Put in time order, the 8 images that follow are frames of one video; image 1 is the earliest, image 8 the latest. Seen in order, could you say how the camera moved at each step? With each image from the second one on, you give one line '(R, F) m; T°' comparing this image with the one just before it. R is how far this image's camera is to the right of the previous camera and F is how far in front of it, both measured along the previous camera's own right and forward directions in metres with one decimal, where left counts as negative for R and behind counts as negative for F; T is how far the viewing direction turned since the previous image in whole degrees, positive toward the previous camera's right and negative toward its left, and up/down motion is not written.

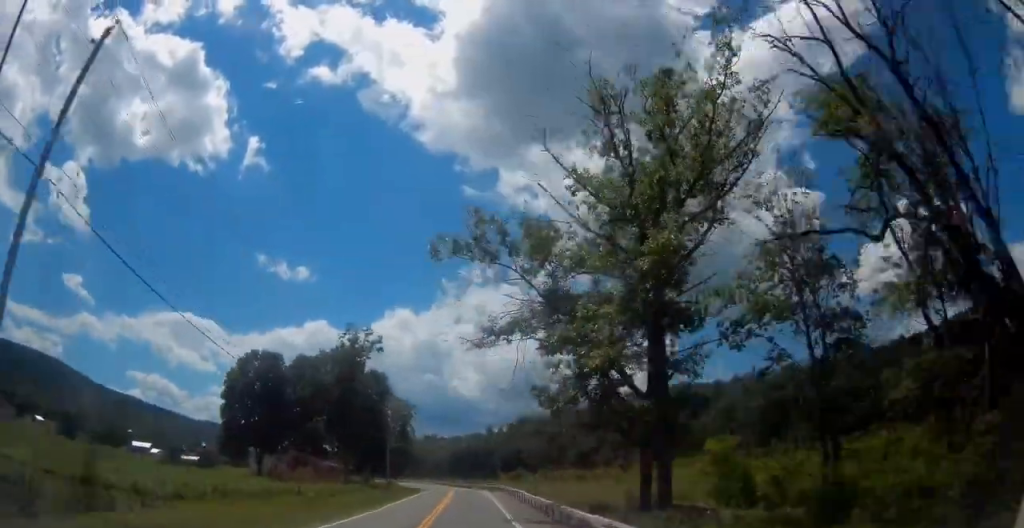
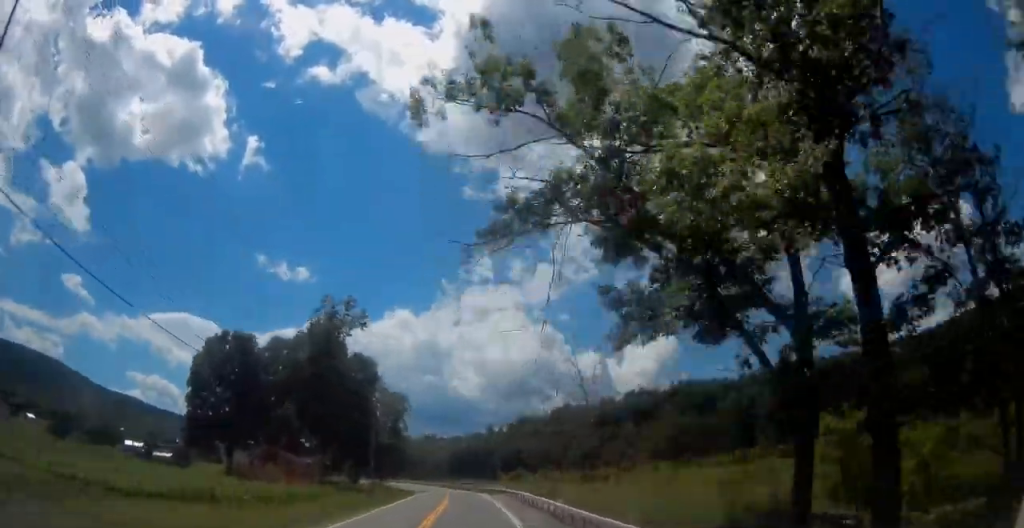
(+0.1, +11.9) m; +1°
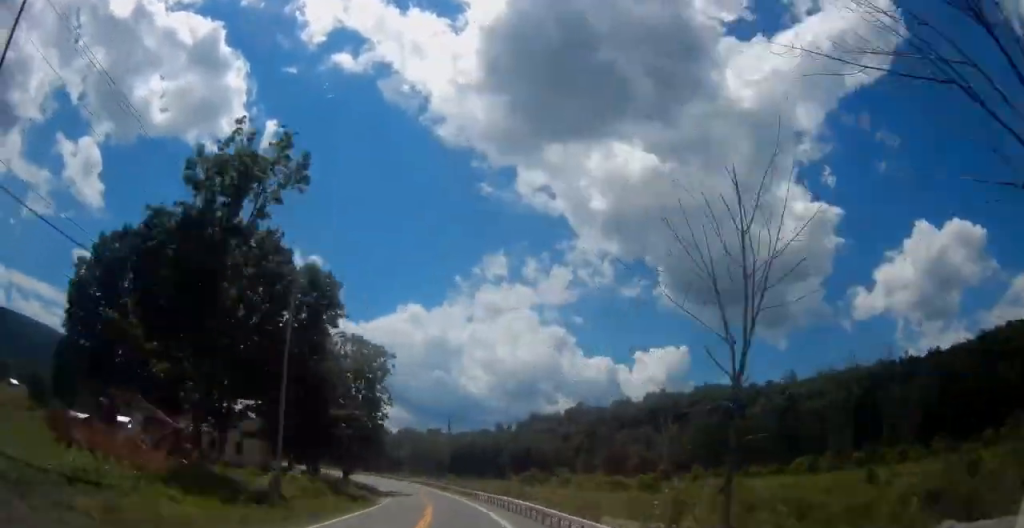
(+0.3, +29.7) m; 0°
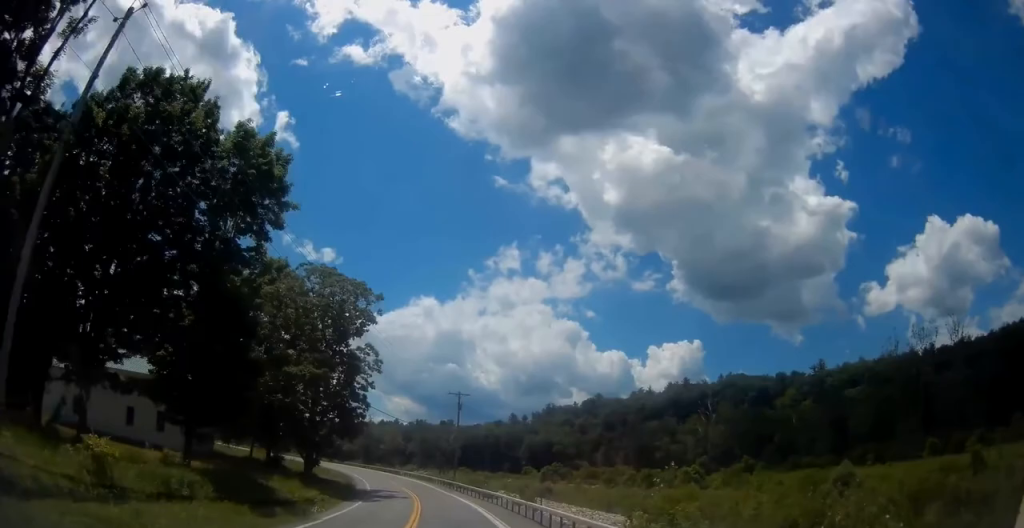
(-0.1, +19.5) m; -1°
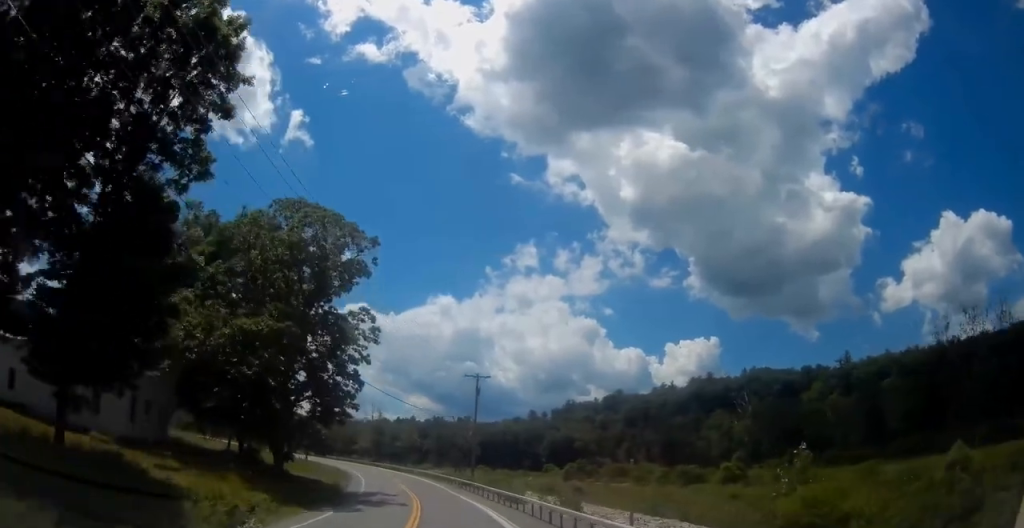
(-0.2, +11.0) m; -1°
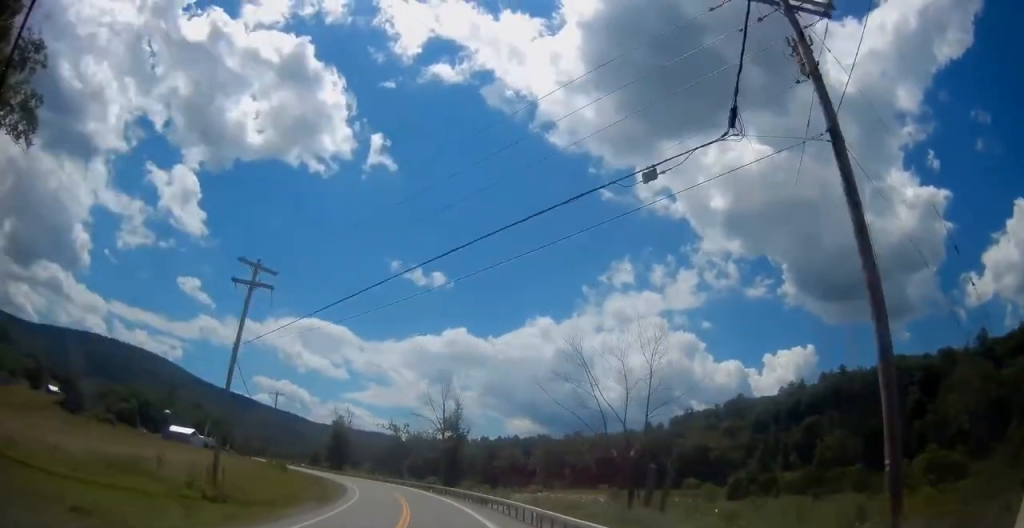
(-2.8, +49.2) m; -8°
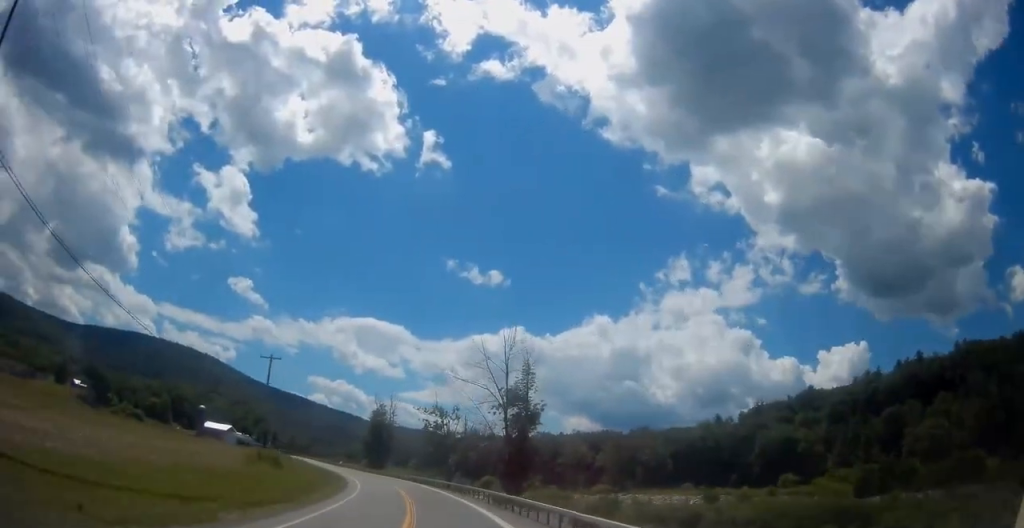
(-1.2, +25.3) m; -6°
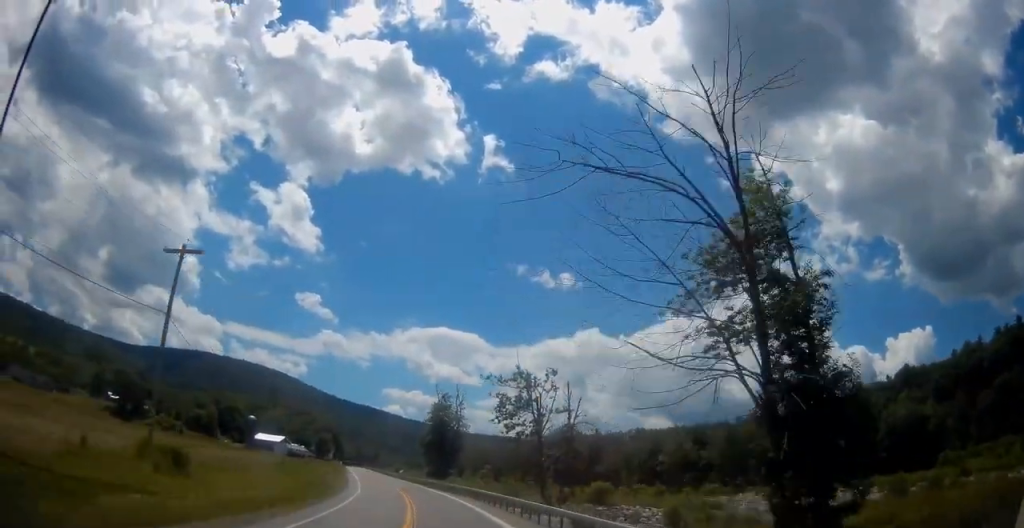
(-2.4, +34.2) m; -8°
